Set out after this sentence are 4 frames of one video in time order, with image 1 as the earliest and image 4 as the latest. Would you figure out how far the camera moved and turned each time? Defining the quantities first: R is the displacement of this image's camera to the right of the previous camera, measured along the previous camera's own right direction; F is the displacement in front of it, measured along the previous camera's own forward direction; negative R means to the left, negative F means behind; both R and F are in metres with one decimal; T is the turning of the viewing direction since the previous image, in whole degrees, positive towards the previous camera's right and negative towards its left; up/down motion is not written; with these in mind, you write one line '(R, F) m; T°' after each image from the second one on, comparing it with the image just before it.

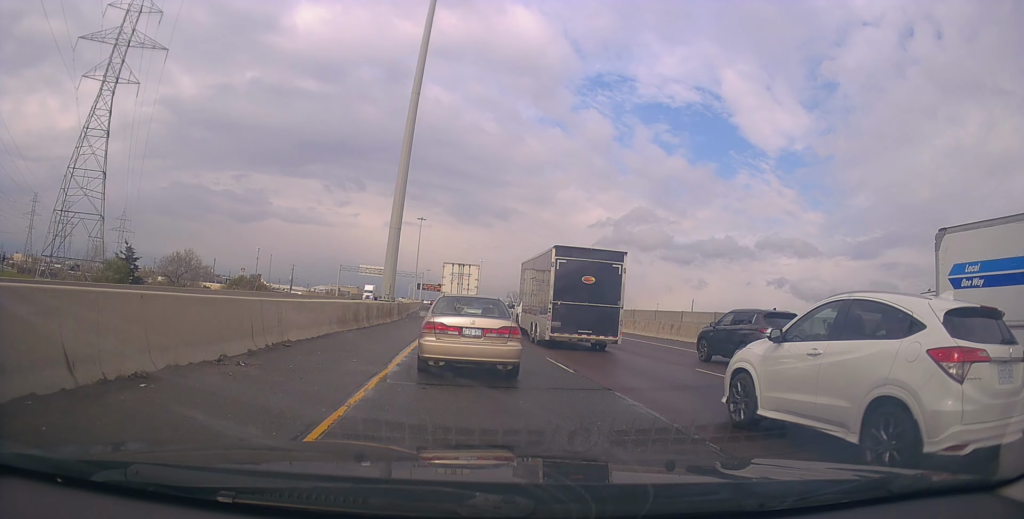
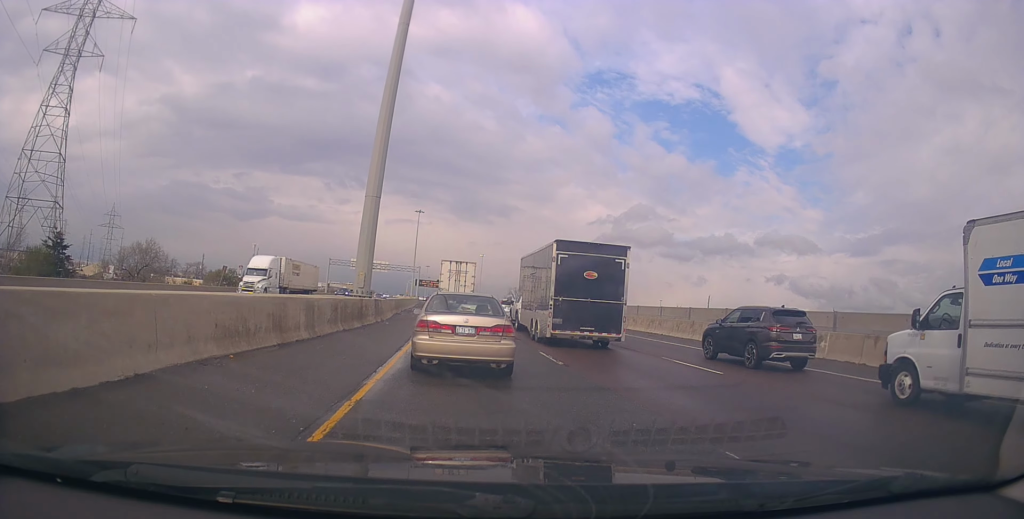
(+0.6, +10.7) m; 0°
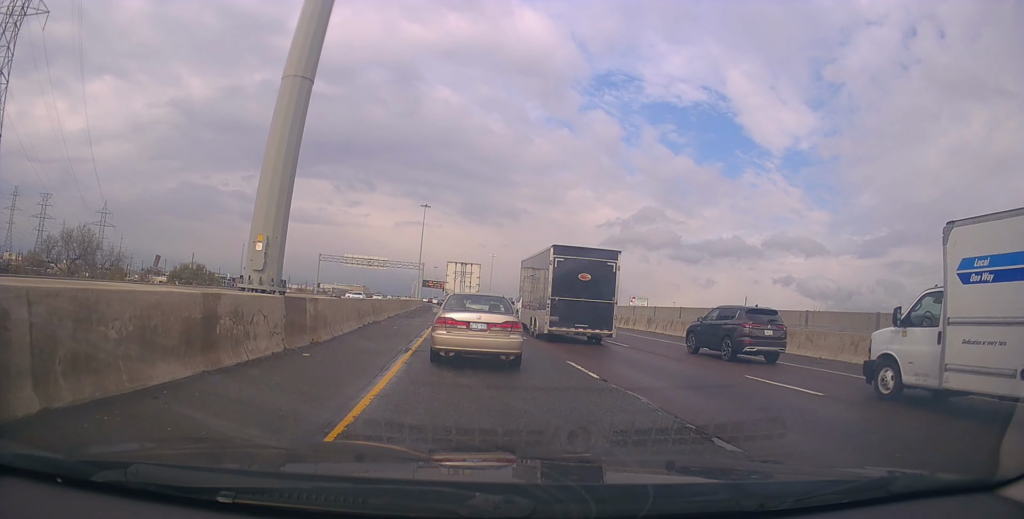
(-0.2, +15.9) m; 0°
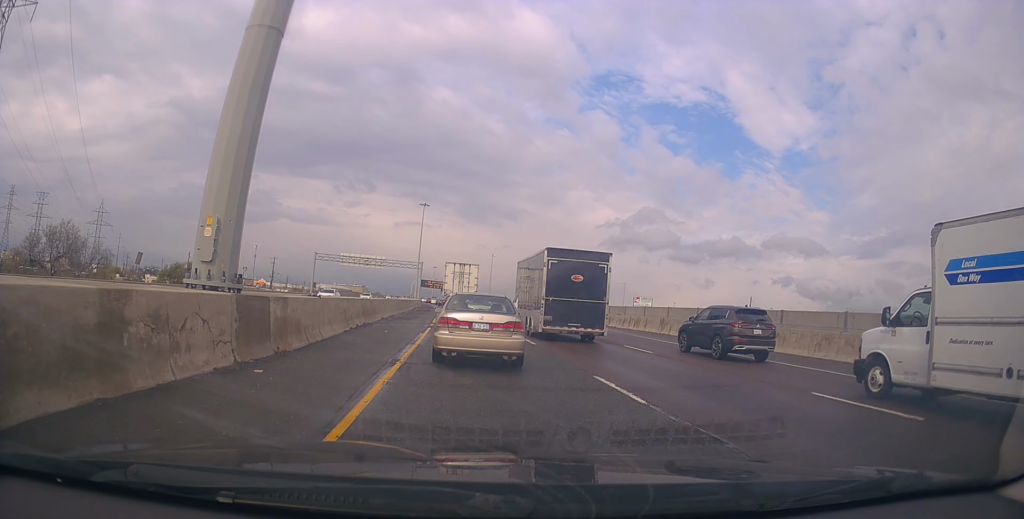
(+0.4, +2.7) m; -2°
